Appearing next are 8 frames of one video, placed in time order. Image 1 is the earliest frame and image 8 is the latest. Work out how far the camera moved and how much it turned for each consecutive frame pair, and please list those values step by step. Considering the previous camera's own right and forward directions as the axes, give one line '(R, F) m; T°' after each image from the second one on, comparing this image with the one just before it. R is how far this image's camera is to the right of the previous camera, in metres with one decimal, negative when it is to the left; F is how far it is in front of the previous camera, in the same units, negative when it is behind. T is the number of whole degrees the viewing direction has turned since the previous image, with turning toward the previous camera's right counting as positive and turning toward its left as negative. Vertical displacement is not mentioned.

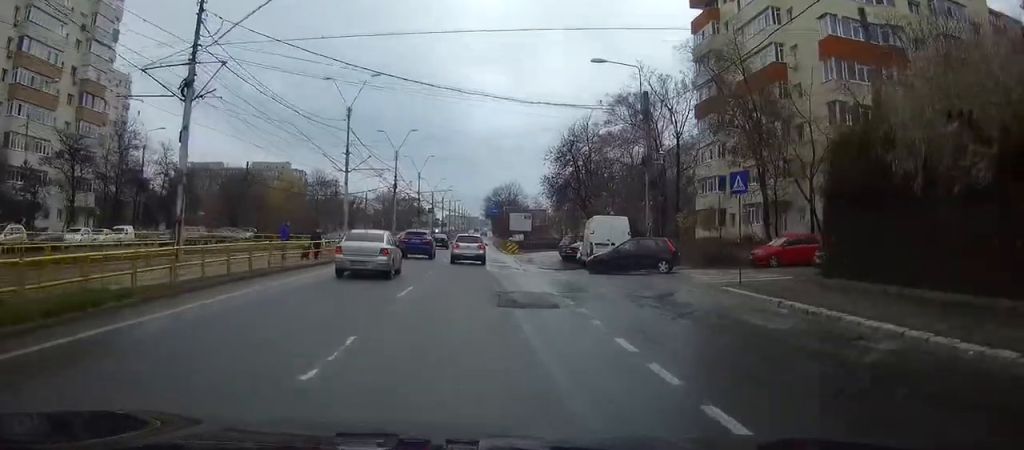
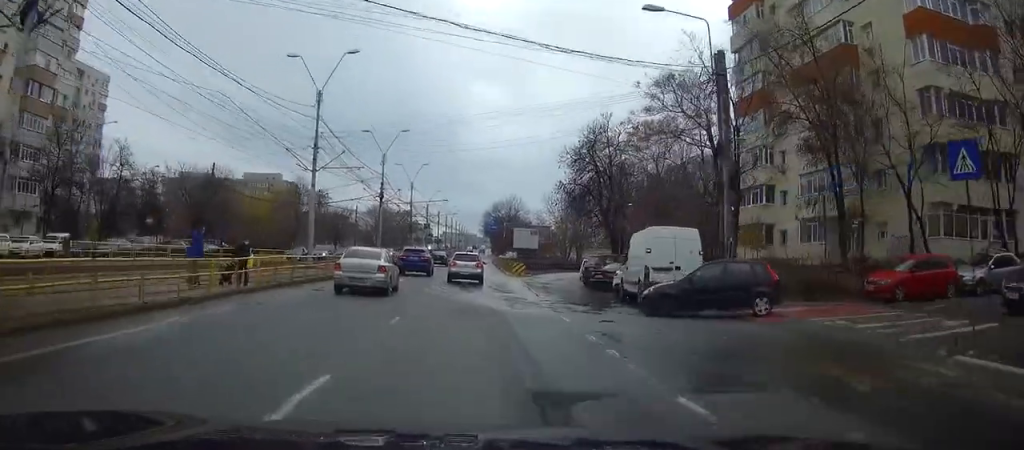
(0.0, +11.0) m; 0°
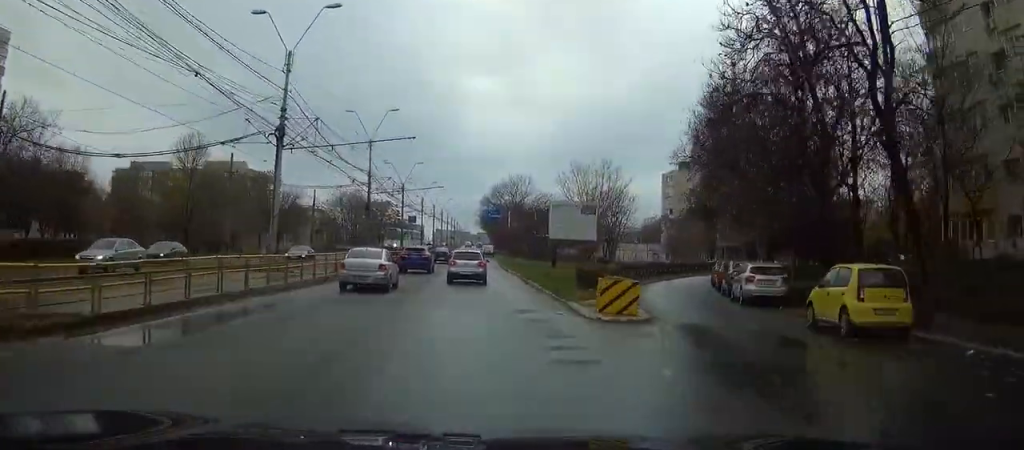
(-0.1, +36.2) m; 0°
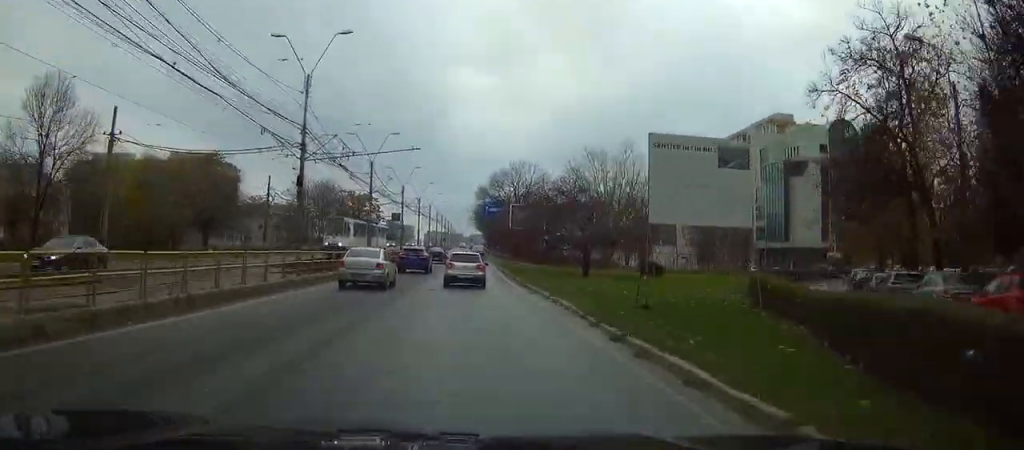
(0.0, +22.2) m; +1°
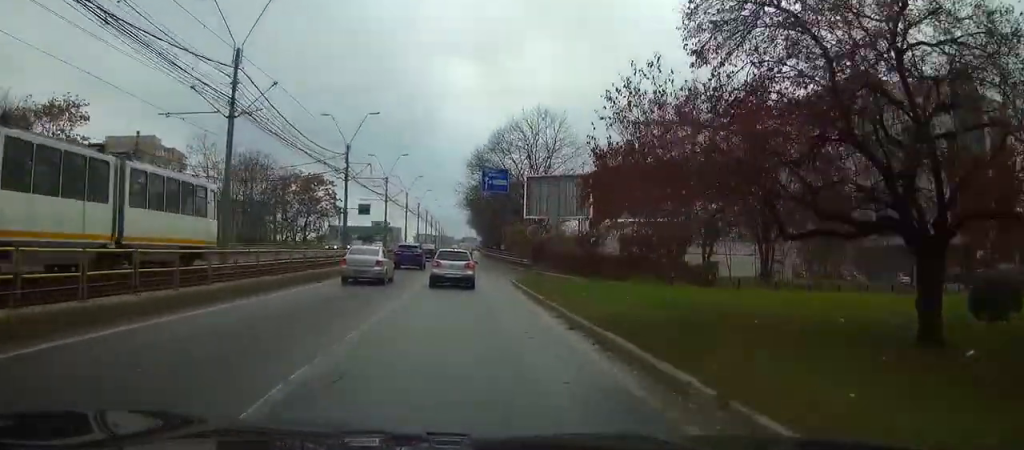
(+0.4, +36.3) m; 0°
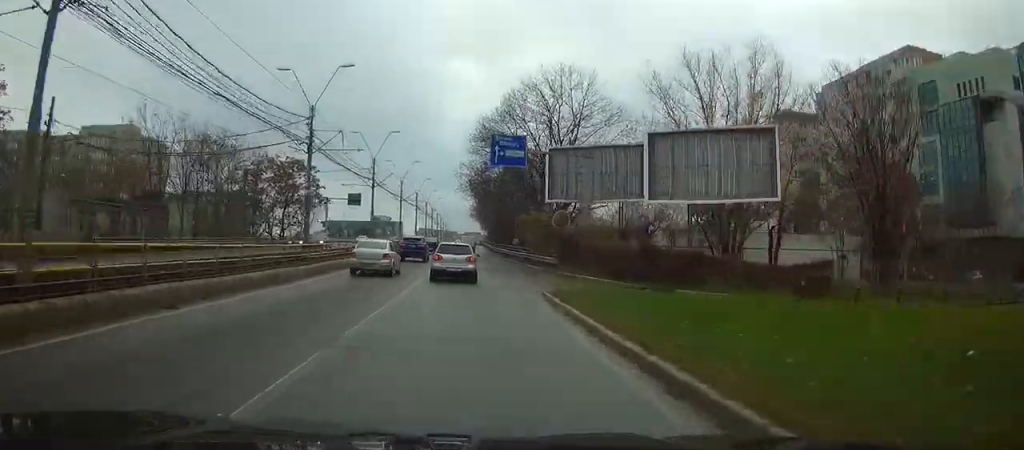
(0.0, +13.9) m; 0°
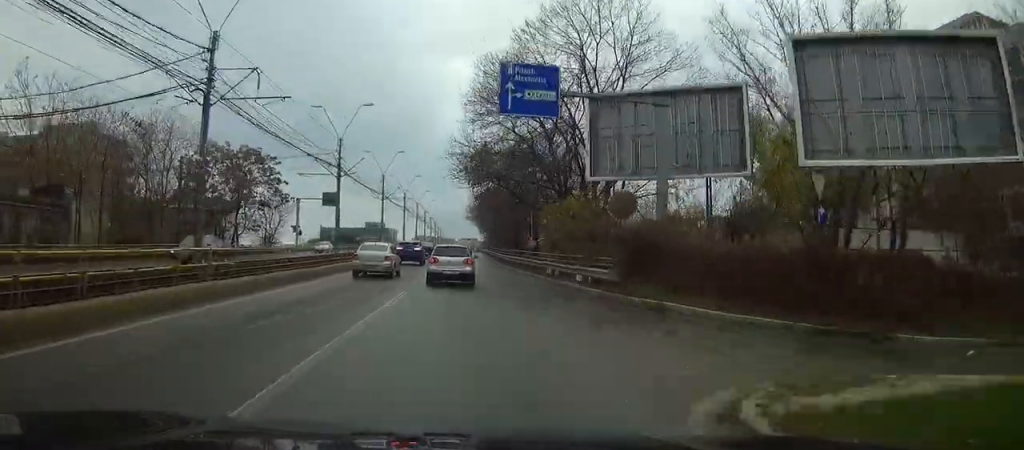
(0.0, +16.4) m; 0°
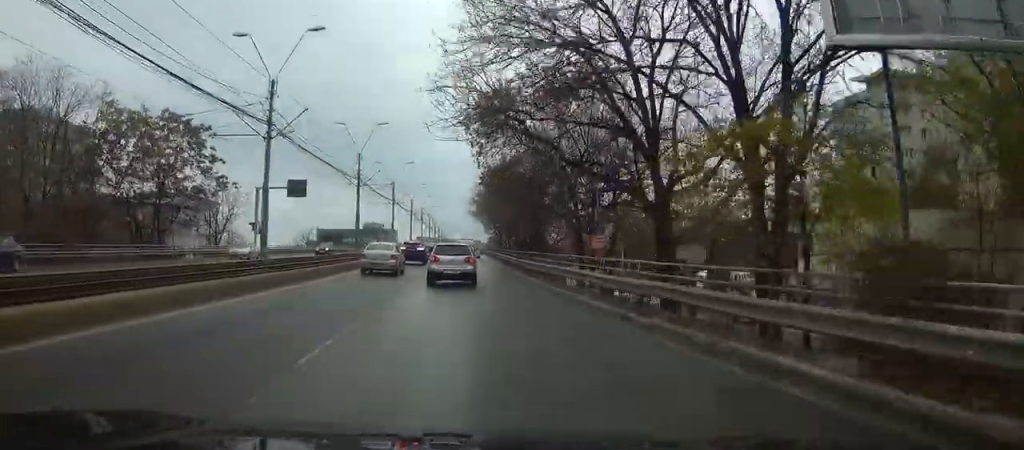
(+0.1, +19.3) m; 0°
